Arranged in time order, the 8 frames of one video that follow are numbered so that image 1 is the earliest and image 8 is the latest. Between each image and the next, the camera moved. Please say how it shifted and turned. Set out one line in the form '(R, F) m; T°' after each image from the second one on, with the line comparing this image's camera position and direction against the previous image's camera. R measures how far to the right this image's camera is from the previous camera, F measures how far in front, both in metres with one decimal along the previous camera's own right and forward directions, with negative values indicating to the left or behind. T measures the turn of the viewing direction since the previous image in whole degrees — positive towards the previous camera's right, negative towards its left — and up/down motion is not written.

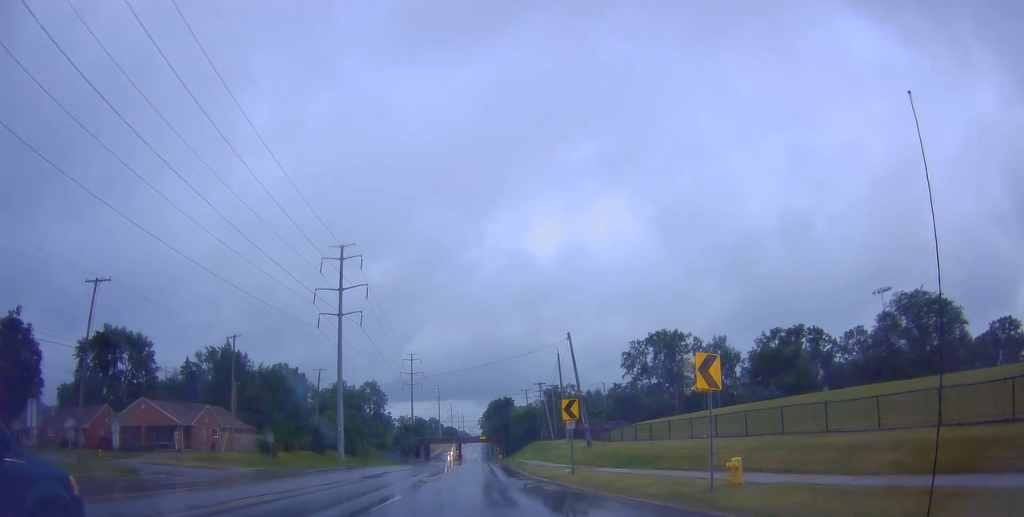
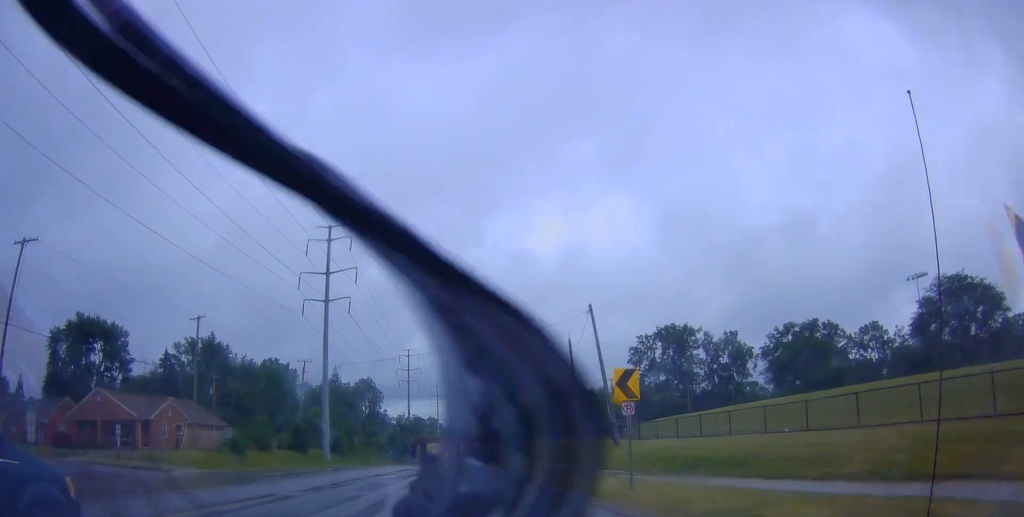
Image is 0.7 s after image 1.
(+0.2, +7.2) m; +1°
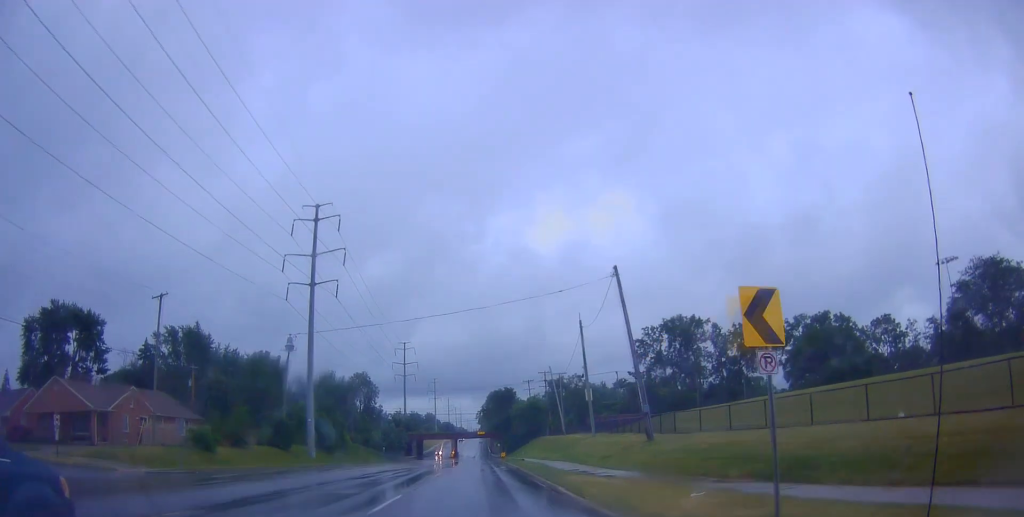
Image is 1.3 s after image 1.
(+0.6, +5.9) m; -2°
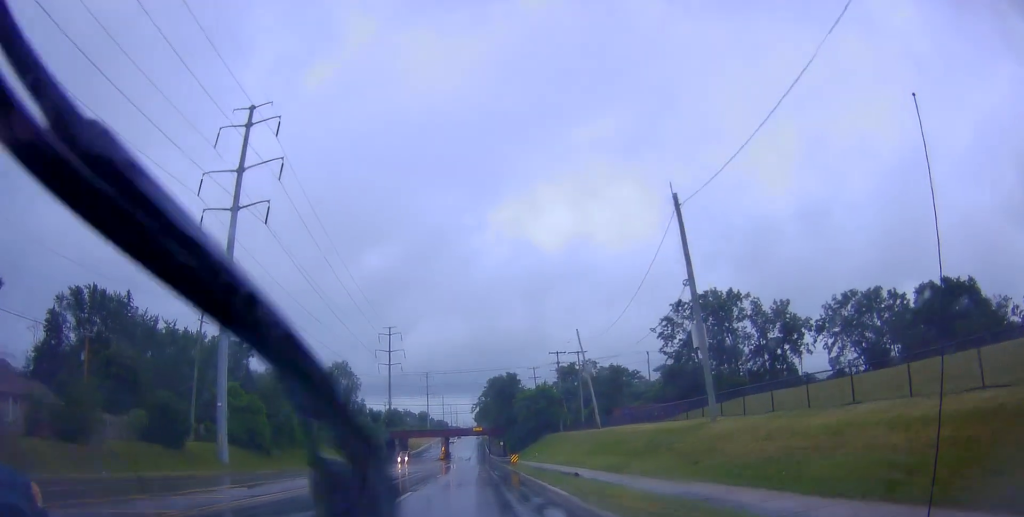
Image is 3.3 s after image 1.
(-1.2, +23.7) m; -2°
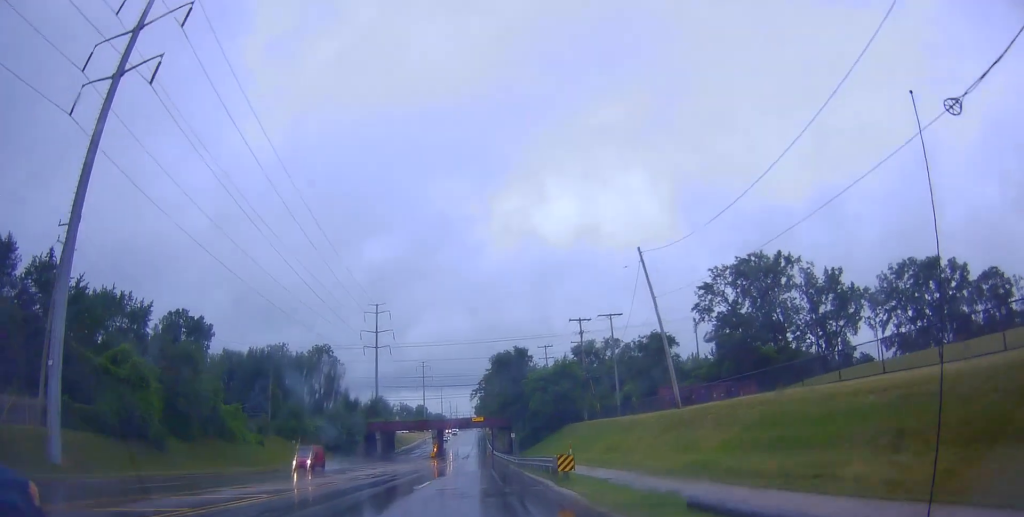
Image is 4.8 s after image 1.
(-0.3, +21.5) m; 0°
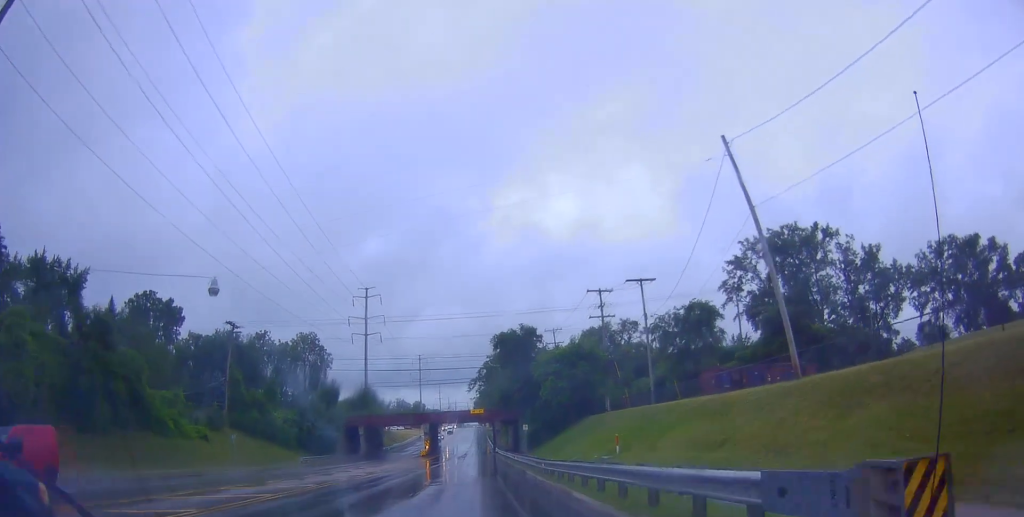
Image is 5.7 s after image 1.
(+0.2, +13.2) m; 0°
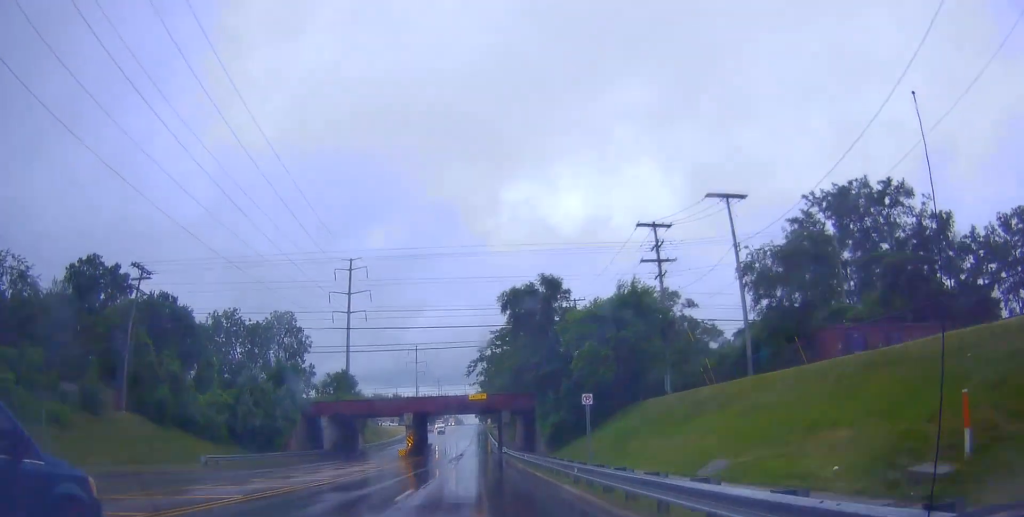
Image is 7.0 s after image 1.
(-0.4, +20.1) m; -2°
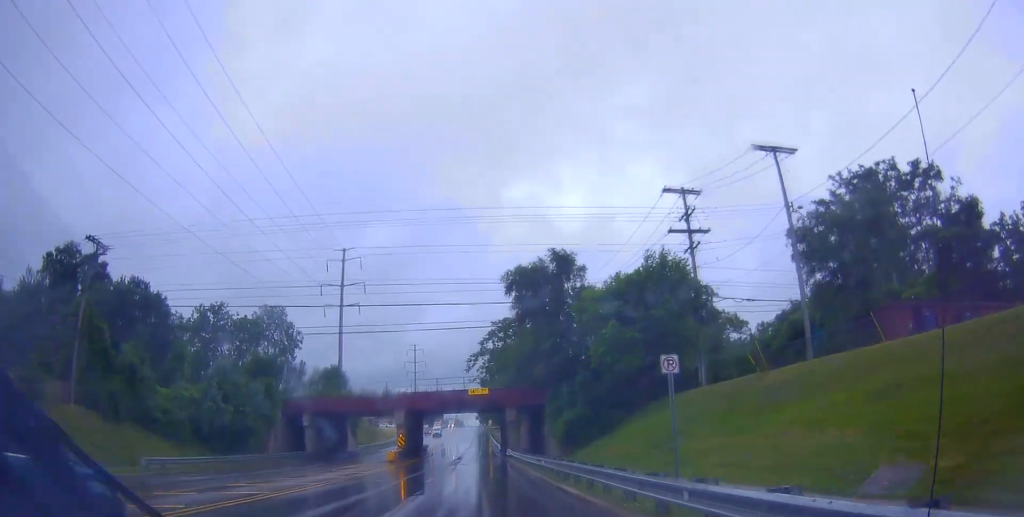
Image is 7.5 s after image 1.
(0.0, +7.0) m; 0°
